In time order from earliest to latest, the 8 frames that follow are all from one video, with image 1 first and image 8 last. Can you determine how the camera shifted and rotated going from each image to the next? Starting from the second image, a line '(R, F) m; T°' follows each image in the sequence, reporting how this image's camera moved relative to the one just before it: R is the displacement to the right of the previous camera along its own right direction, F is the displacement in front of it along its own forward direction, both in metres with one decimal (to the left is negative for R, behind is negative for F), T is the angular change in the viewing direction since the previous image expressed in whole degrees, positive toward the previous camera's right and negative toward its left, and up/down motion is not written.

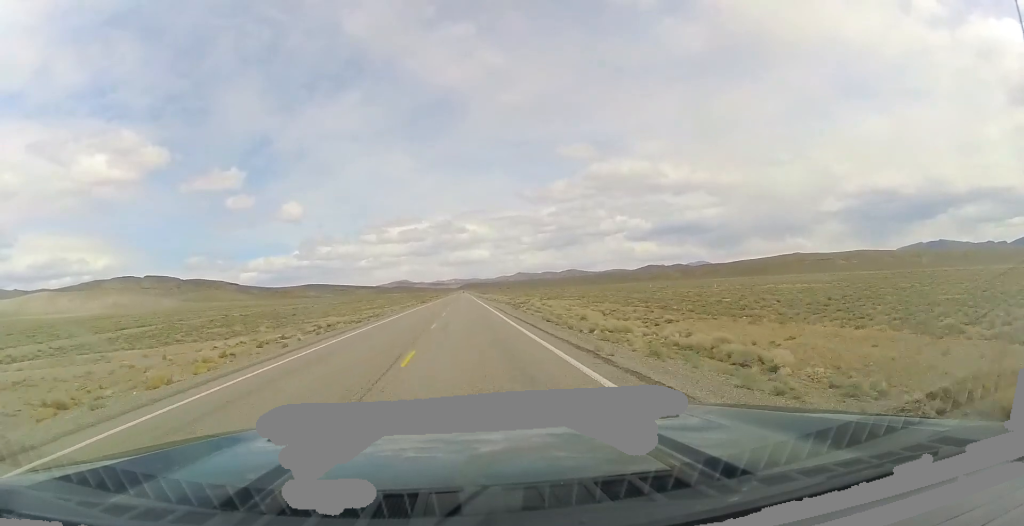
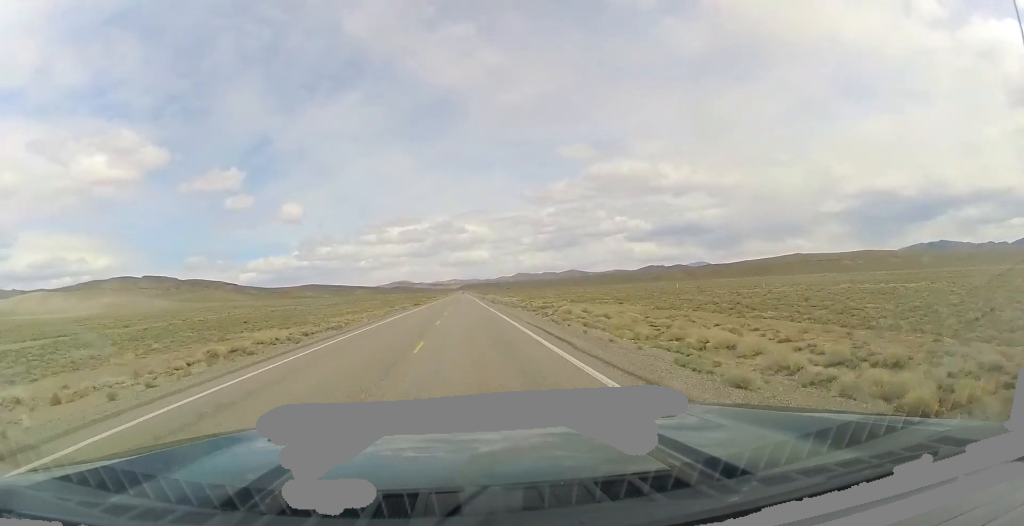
(+0.1, +22.1) m; 0°
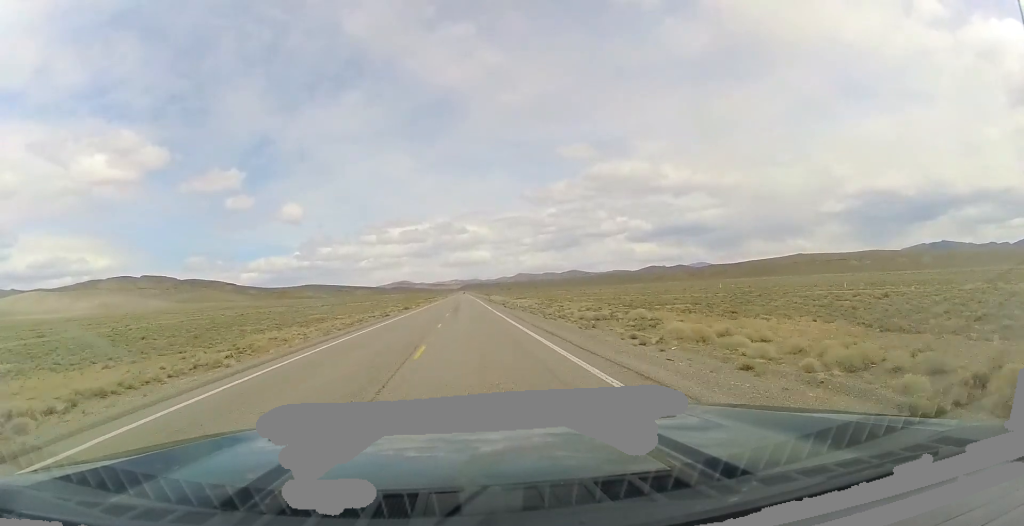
(-0.4, +25.8) m; 0°
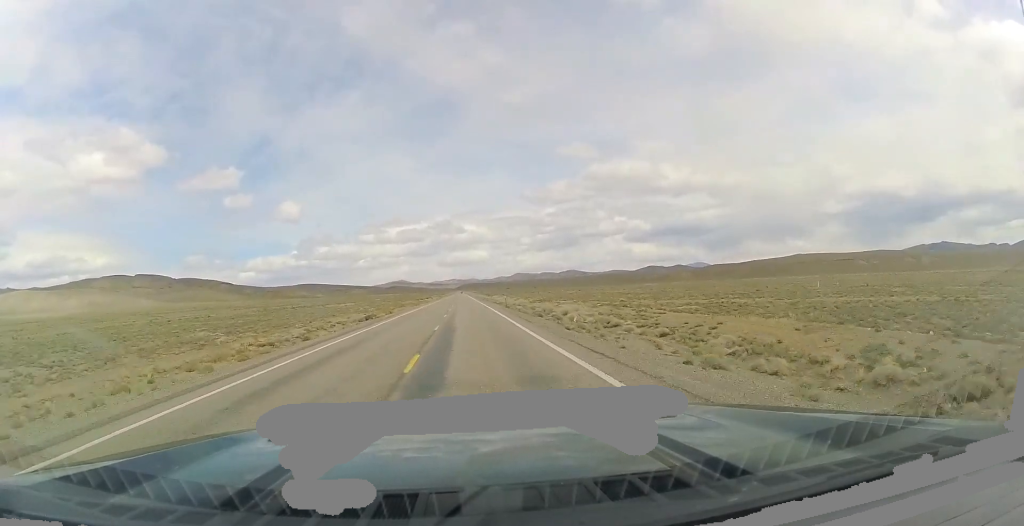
(+0.5, +39.4) m; 0°
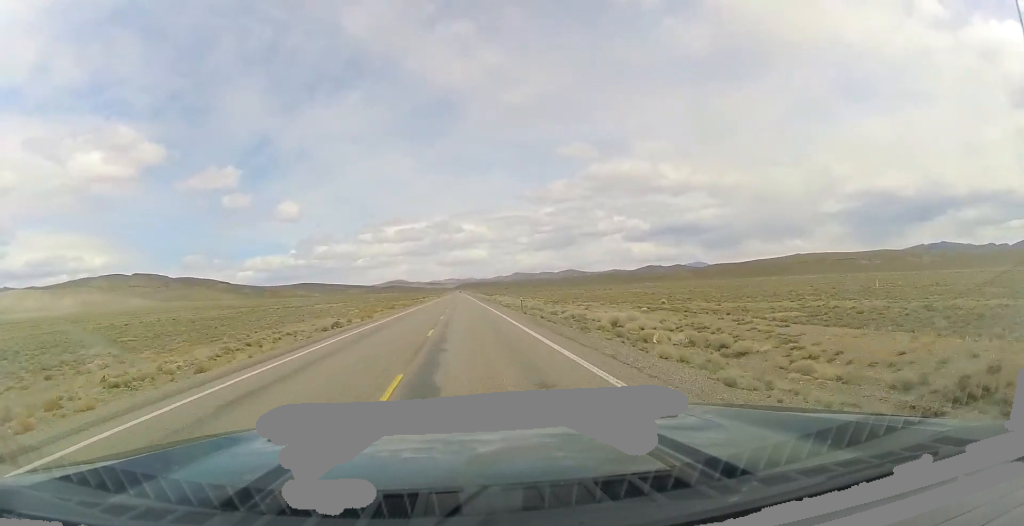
(-0.1, +16.0) m; 0°
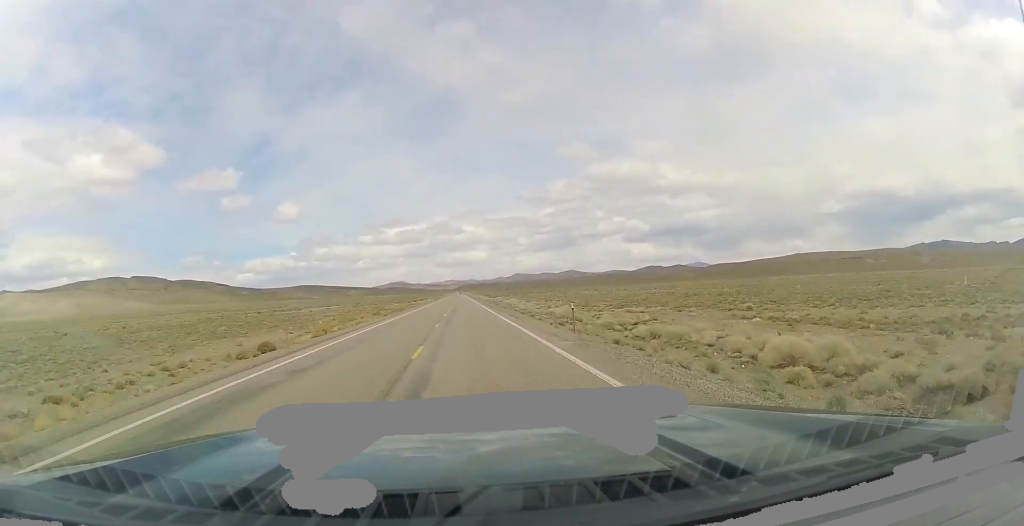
(-0.2, +18.6) m; 0°
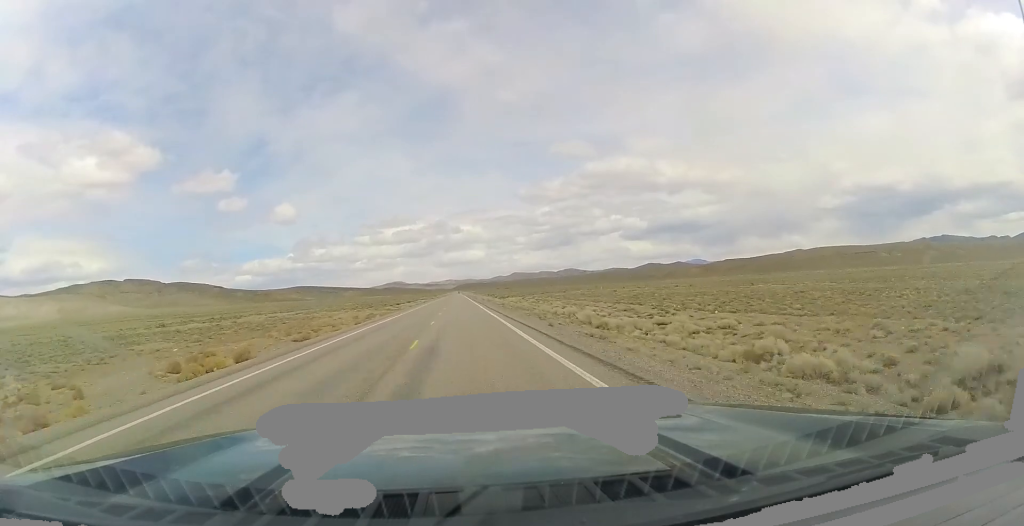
(+0.3, +59.2) m; 0°
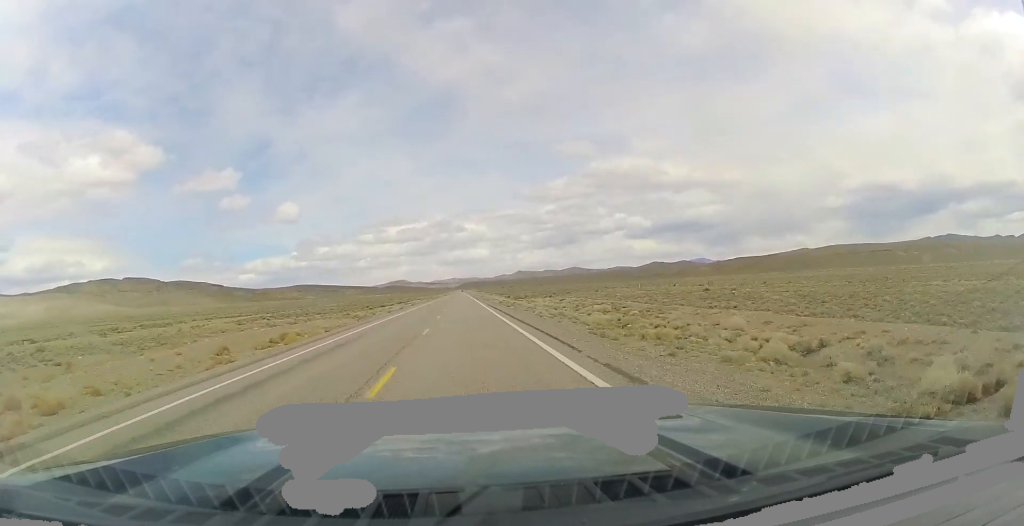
(-0.3, +44.3) m; 0°
